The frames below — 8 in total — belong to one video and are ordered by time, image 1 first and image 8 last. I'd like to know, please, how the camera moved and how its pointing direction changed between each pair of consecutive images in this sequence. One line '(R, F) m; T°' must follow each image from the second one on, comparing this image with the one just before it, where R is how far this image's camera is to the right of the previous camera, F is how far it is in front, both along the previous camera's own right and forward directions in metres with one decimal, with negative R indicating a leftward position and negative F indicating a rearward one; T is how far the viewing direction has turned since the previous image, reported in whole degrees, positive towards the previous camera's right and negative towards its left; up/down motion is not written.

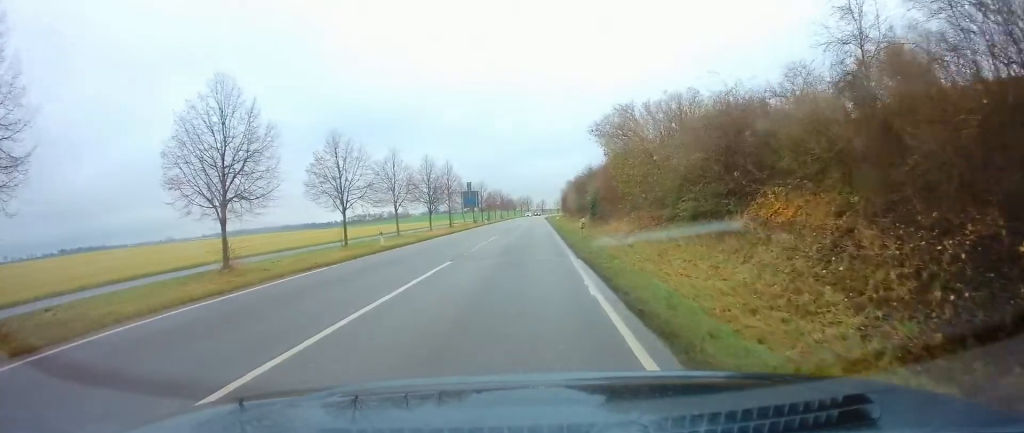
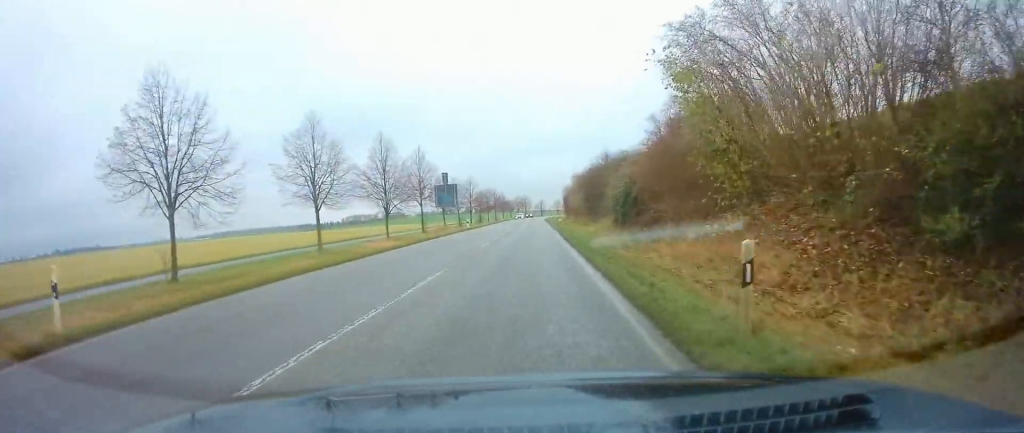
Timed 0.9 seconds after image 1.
(0.0, +19.1) m; 0°
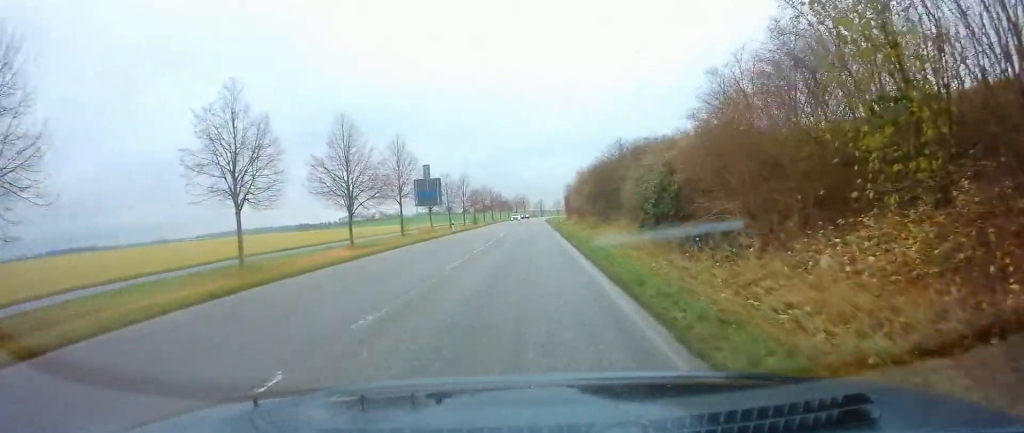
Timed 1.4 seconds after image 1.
(0.0, +9.5) m; 0°
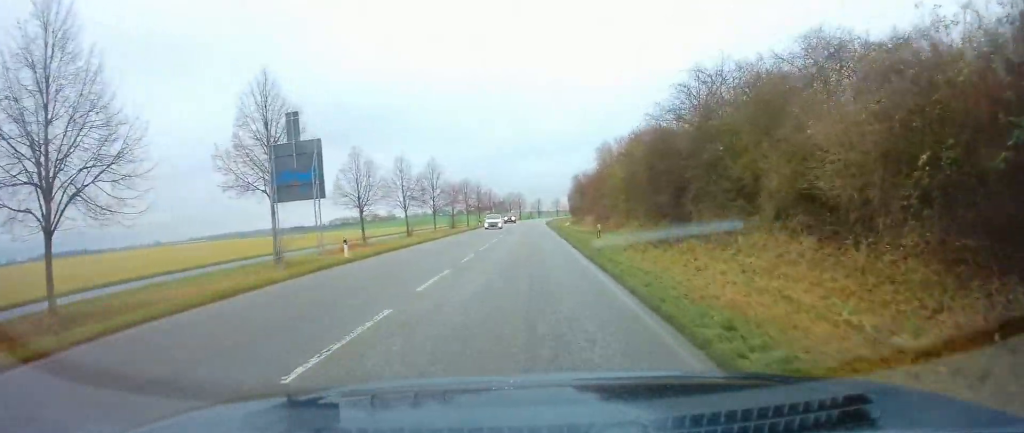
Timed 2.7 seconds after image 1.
(+0.1, +26.3) m; 0°
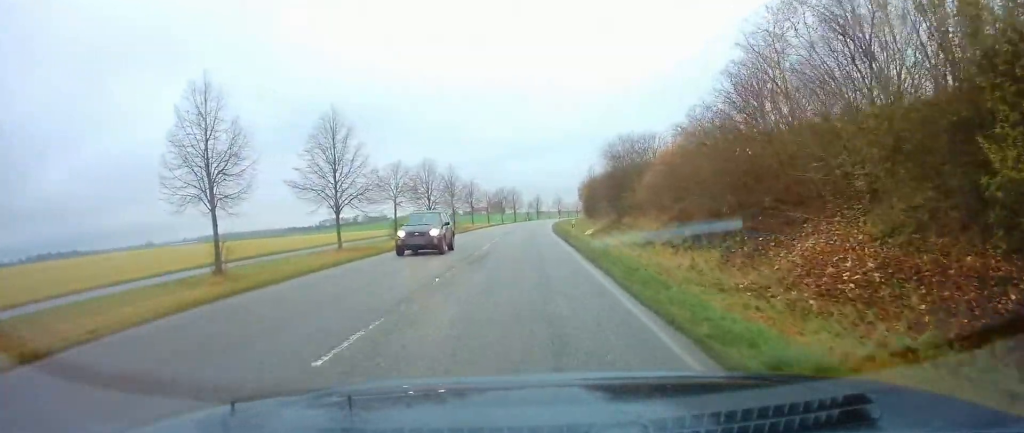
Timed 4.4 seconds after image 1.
(-0.3, +35.0) m; 0°
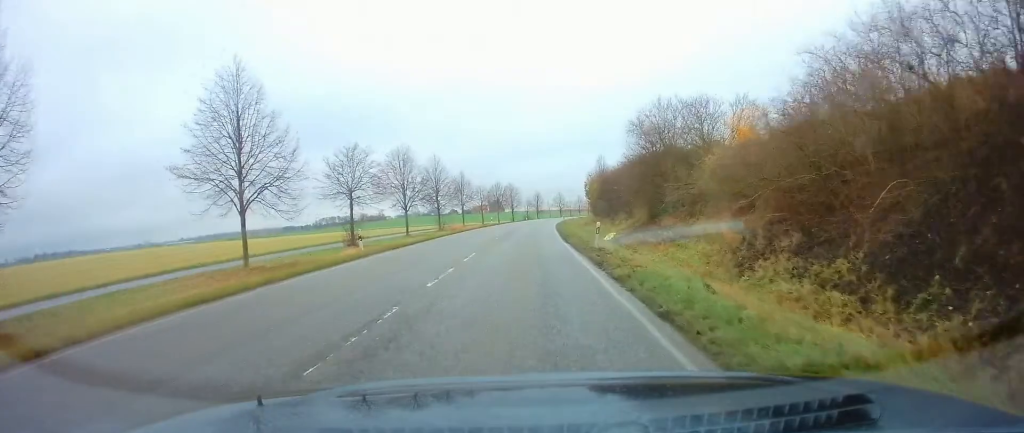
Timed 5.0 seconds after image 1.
(0.0, +12.5) m; +1°
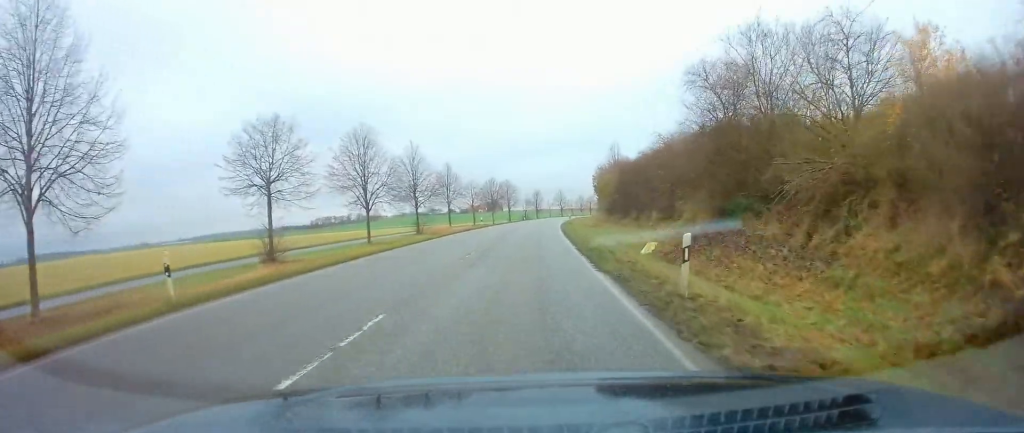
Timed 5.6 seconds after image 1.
(+0.1, +12.4) m; +1°
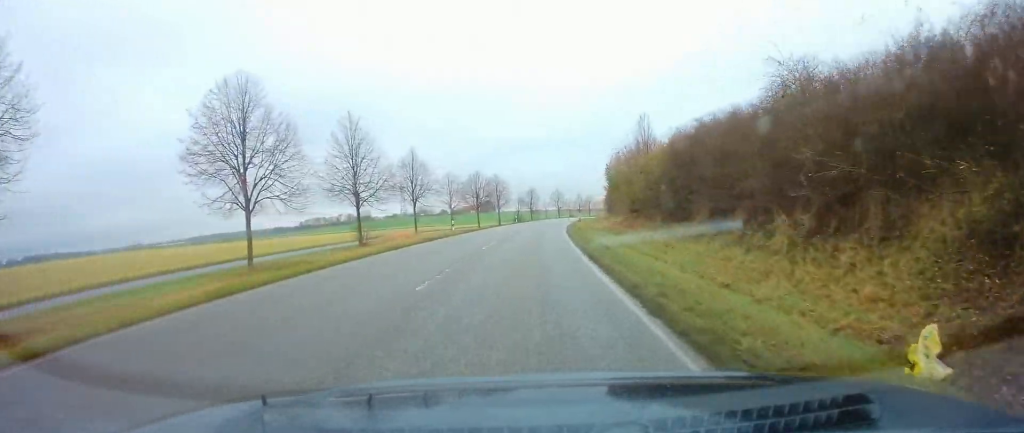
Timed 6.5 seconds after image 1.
(+0.2, +17.8) m; +1°
